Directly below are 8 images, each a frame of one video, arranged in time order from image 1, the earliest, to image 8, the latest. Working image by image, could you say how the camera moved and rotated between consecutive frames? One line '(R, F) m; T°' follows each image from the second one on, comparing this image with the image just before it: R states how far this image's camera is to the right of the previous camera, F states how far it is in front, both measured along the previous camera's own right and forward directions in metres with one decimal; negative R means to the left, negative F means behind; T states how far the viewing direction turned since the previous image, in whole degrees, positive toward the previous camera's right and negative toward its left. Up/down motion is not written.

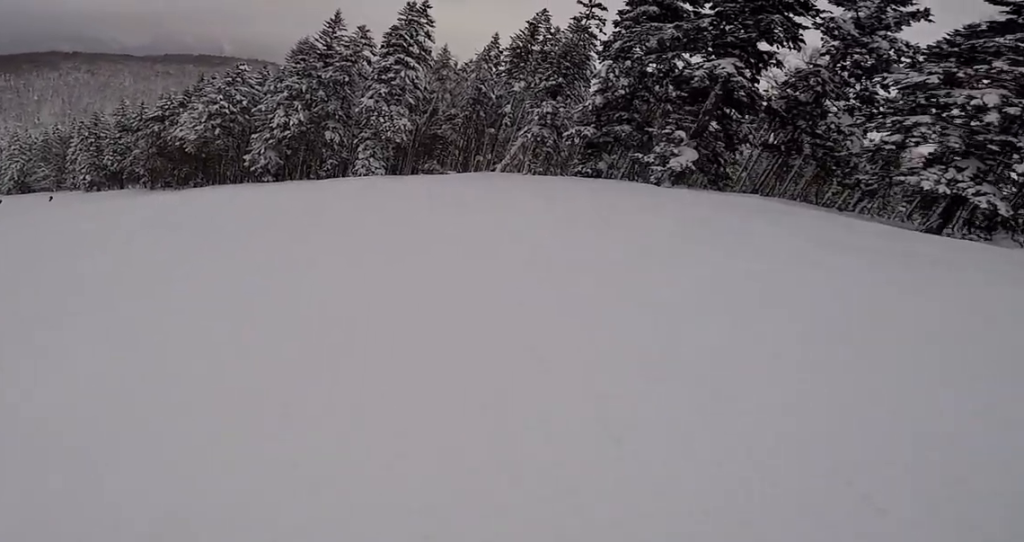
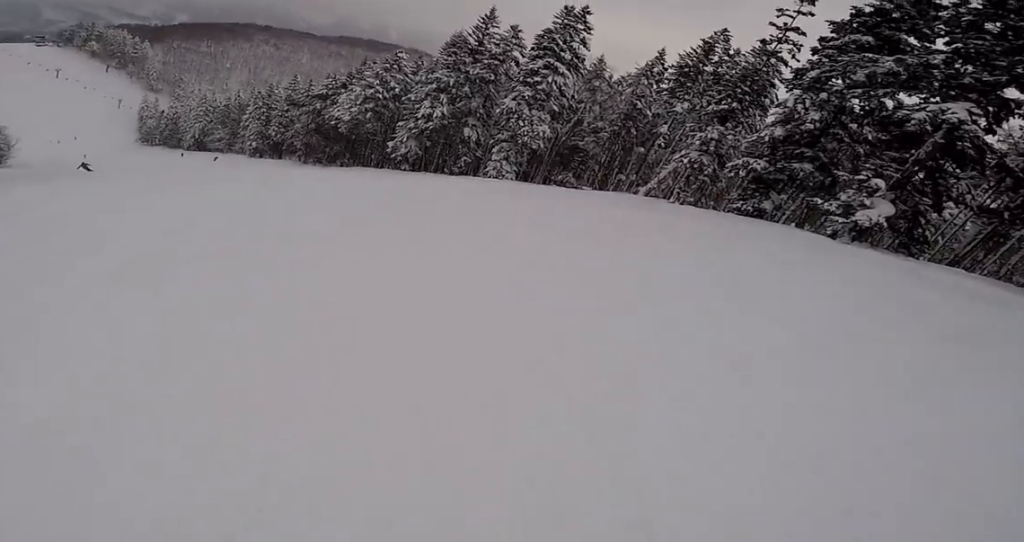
(0.0, +1.6) m; -12°
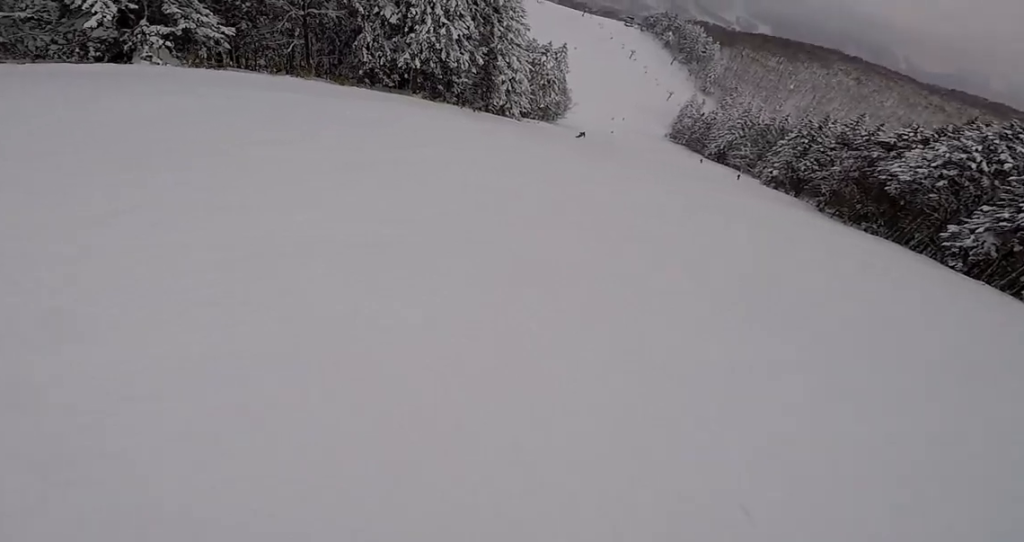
(-1.4, +2.7) m; -55°
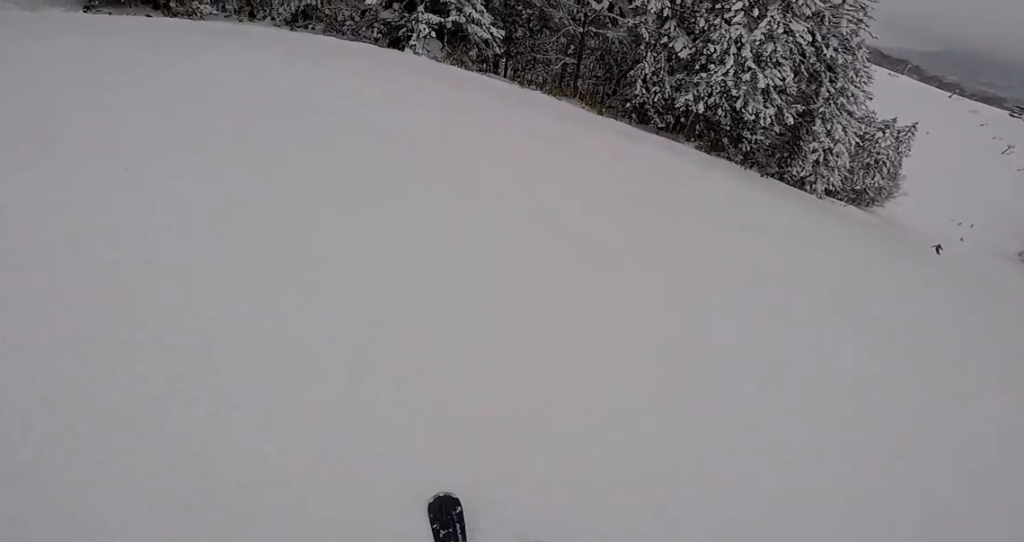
(-1.3, +4.0) m; -32°
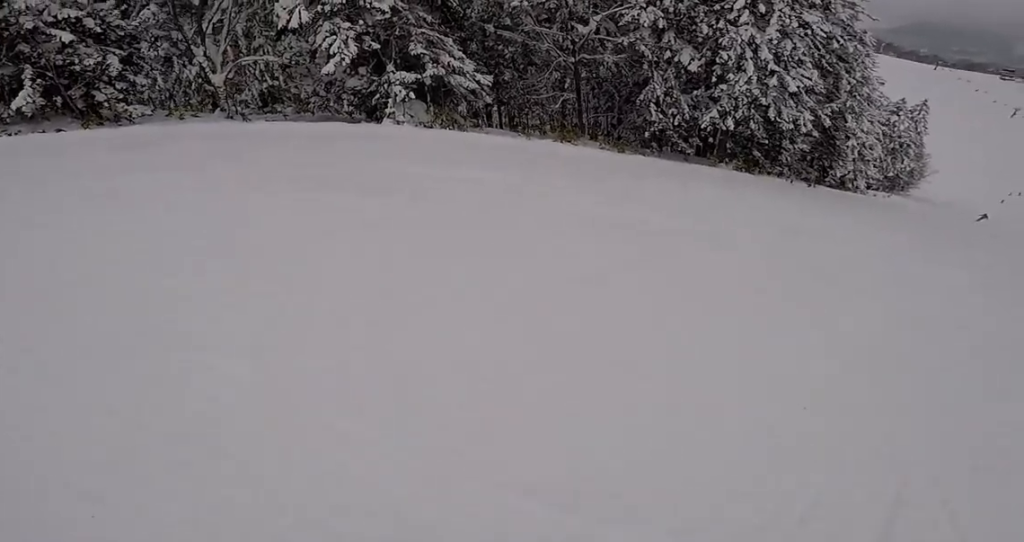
(-1.3, +3.8) m; -13°
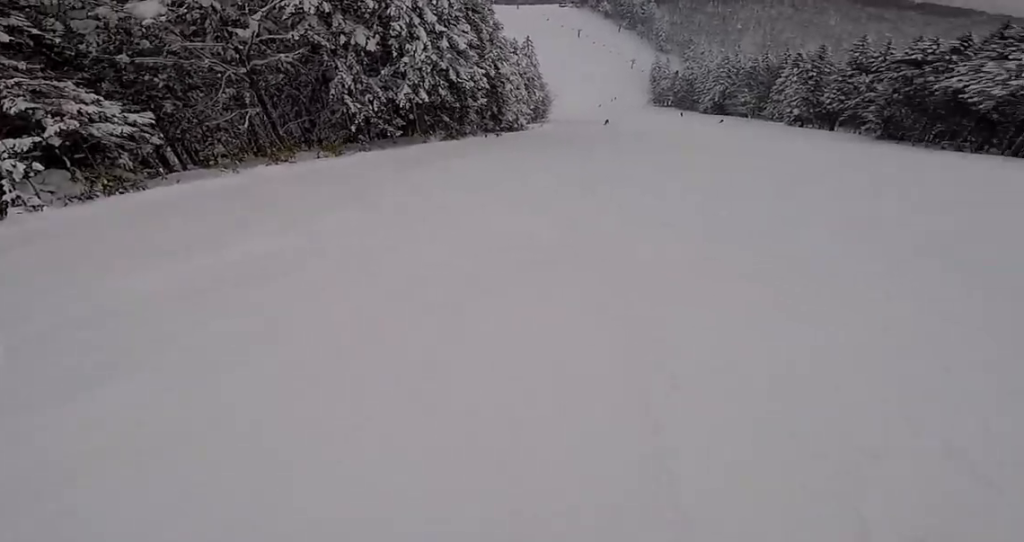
(+0.2, +2.5) m; +20°
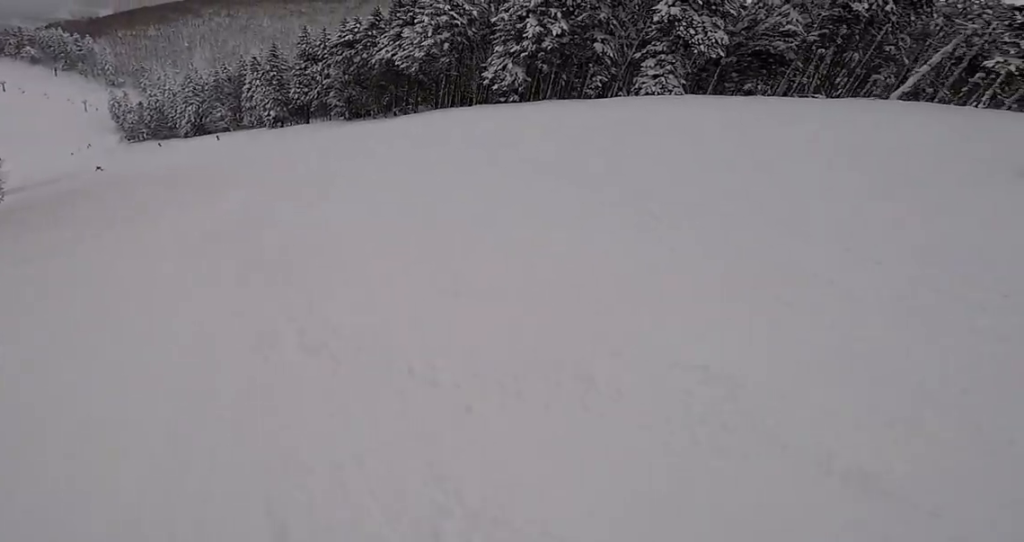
(+2.3, +4.2) m; +45°
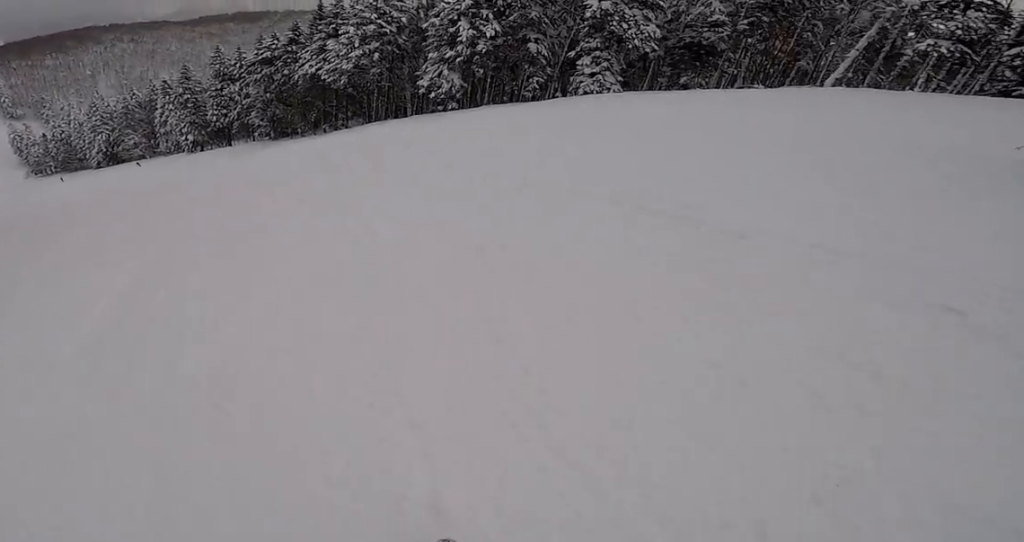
(0.0, +2.3) m; +12°
